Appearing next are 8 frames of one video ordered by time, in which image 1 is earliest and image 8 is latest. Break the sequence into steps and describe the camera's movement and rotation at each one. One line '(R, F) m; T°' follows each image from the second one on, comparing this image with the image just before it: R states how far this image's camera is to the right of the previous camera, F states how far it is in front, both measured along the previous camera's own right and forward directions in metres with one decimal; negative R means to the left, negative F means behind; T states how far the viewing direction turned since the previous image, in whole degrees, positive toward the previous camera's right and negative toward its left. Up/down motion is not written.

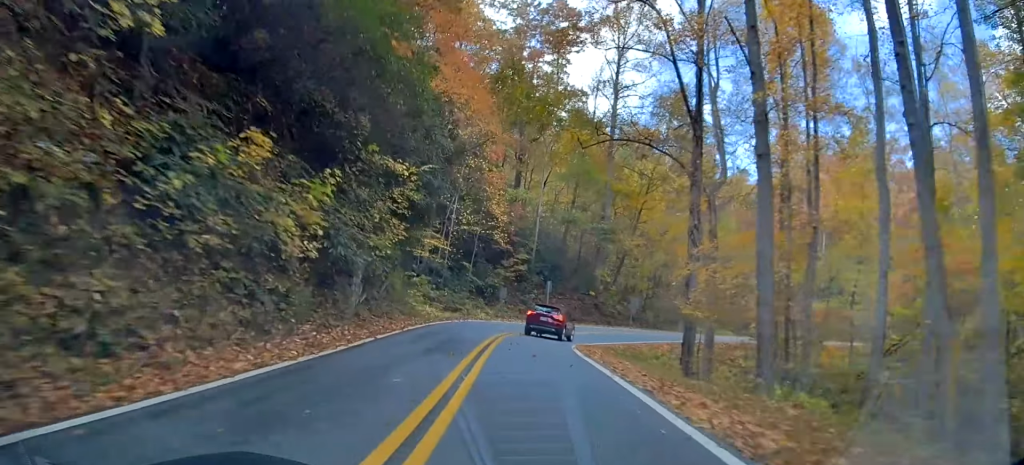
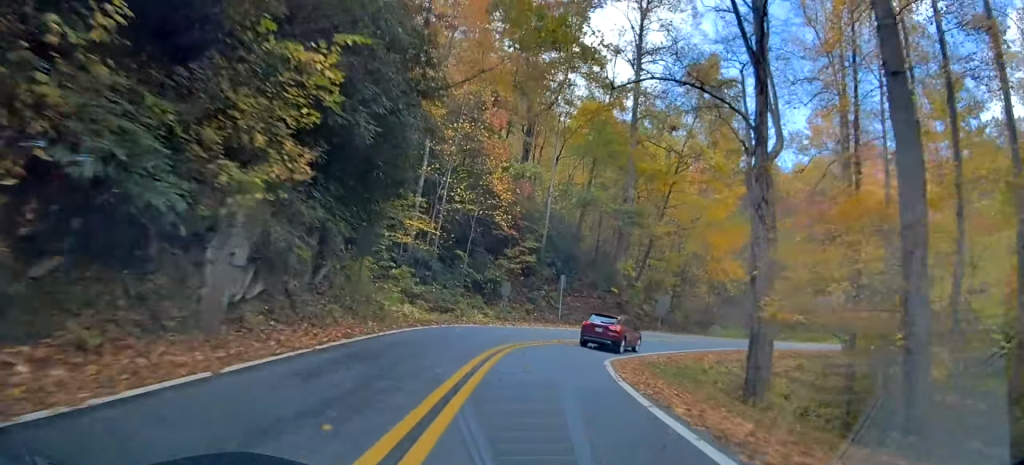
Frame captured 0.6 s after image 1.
(-0.3, +8.5) m; +2°
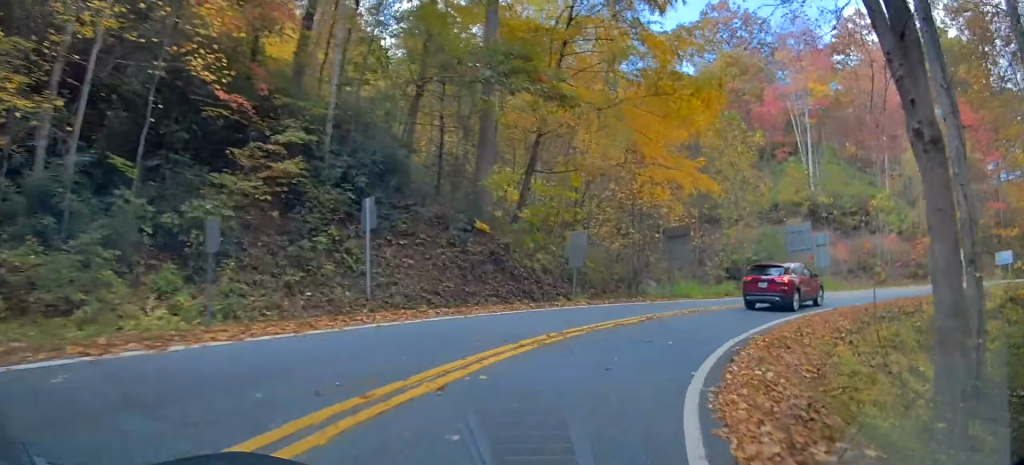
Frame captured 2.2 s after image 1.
(+2.5, +22.6) m; +20°
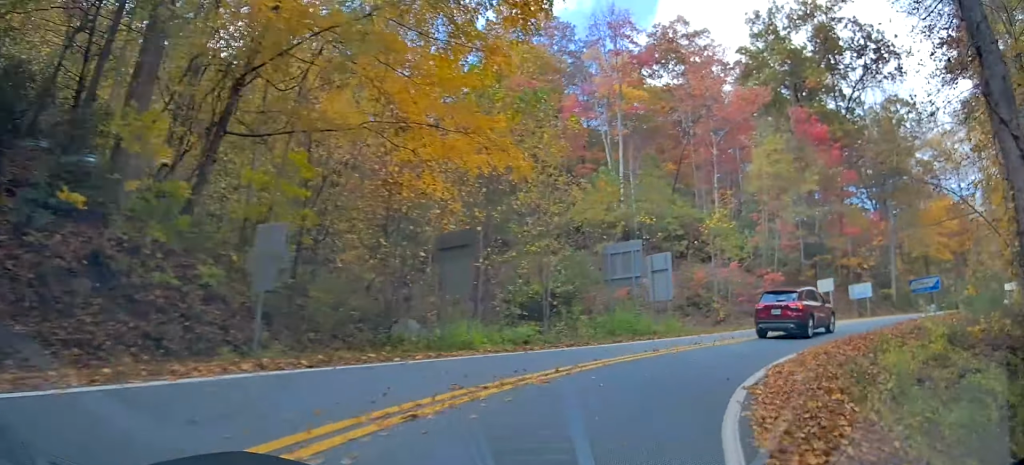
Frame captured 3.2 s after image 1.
(+1.9, +11.9) m; +23°
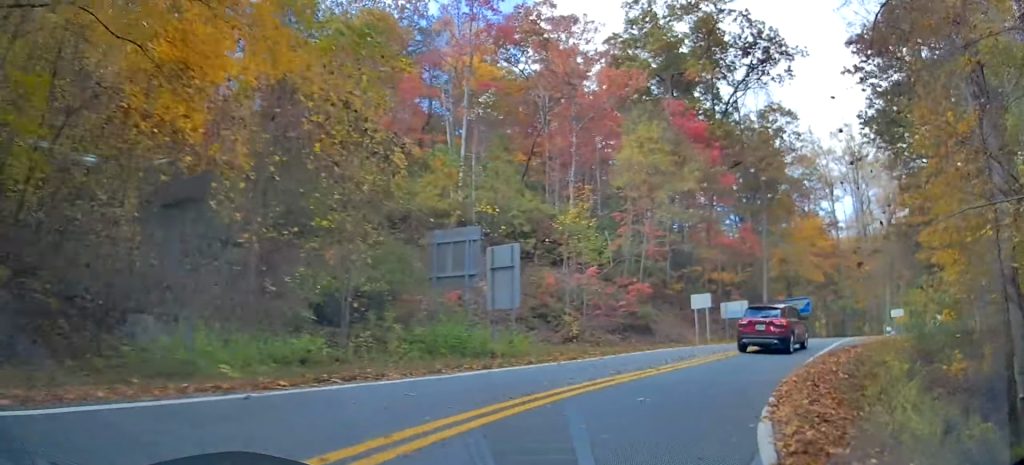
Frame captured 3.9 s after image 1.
(+0.7, +8.0) m; +18°
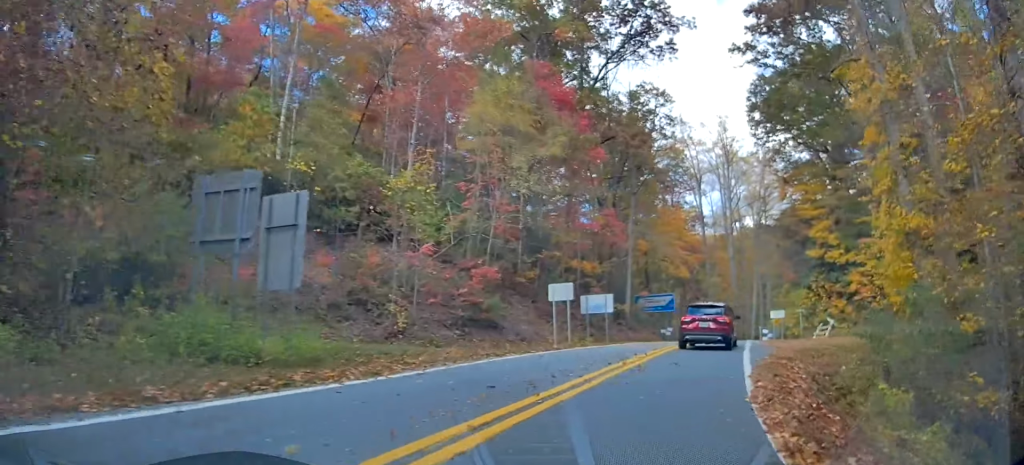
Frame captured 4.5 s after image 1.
(+1.7, +7.3) m; +9°
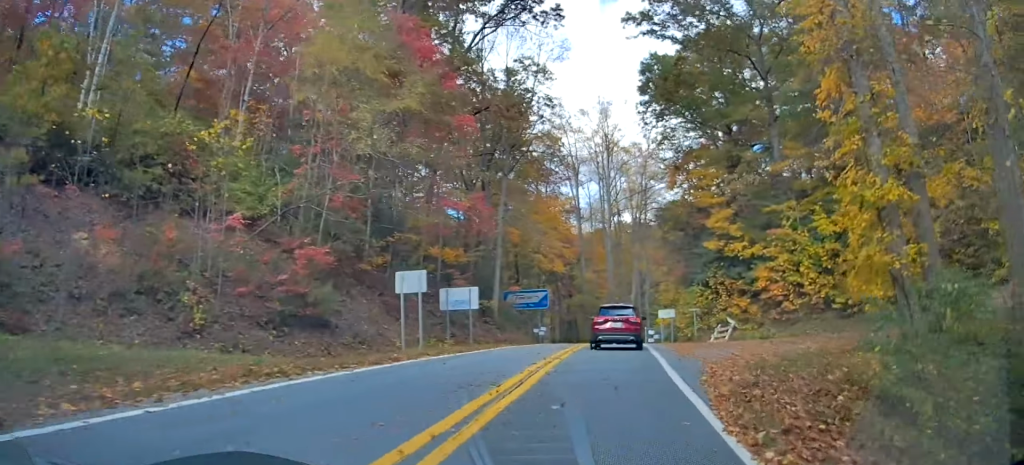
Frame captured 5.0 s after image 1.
(+0.7, +6.8) m; +7°
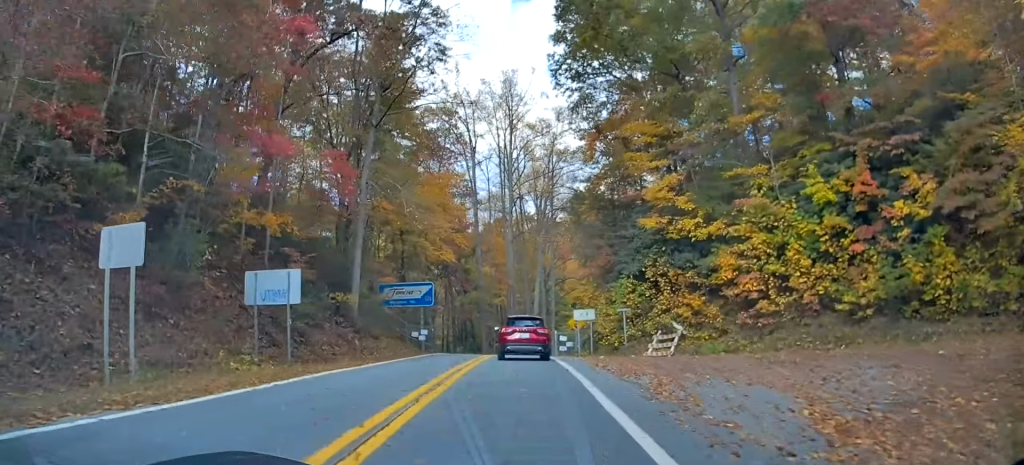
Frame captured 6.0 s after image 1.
(+0.2, +12.6) m; 0°
